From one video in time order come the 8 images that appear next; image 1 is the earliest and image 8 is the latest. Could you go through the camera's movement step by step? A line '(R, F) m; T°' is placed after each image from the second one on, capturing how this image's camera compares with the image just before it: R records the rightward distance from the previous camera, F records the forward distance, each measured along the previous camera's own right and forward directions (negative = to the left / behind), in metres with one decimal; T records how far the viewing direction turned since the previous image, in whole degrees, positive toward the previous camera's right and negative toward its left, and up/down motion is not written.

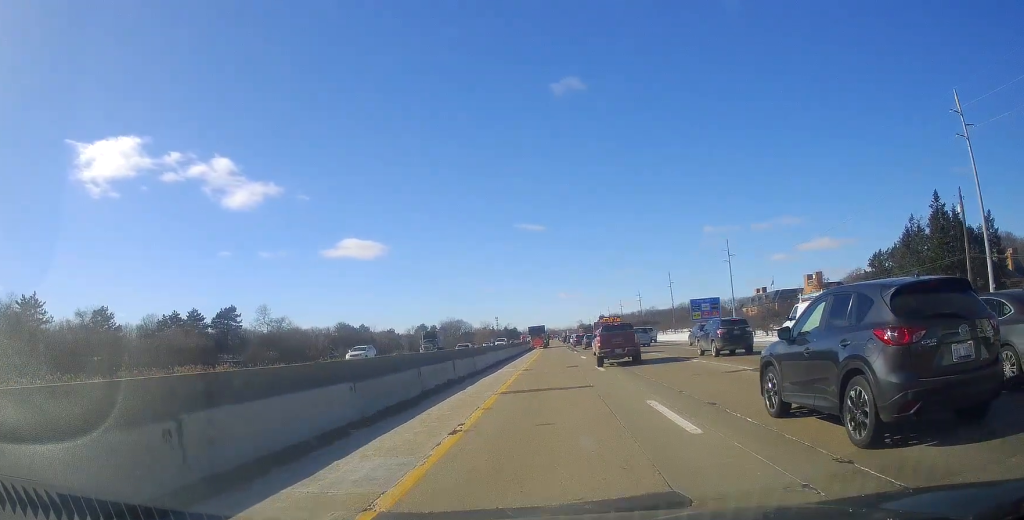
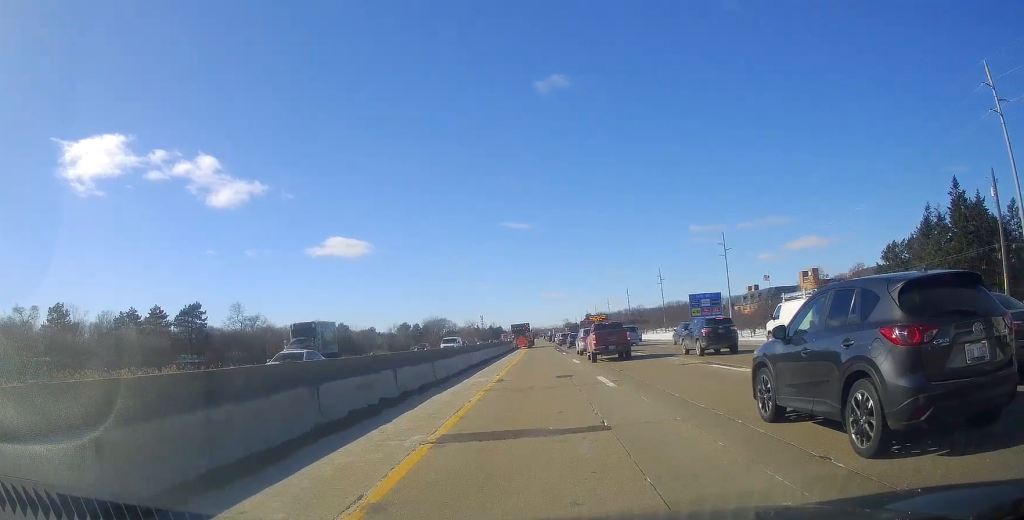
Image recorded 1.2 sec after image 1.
(0.0, +8.0) m; 0°
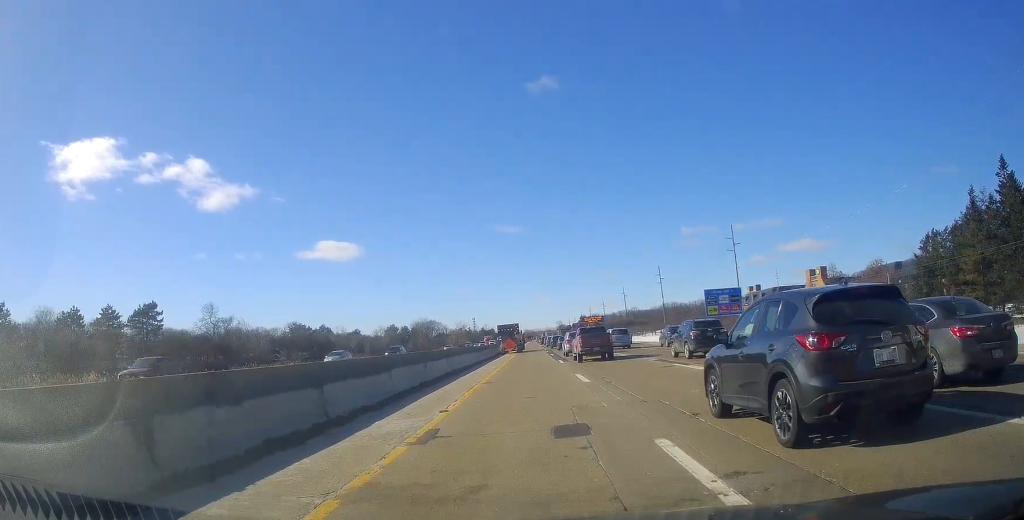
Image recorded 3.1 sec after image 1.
(0.0, +11.6) m; 0°
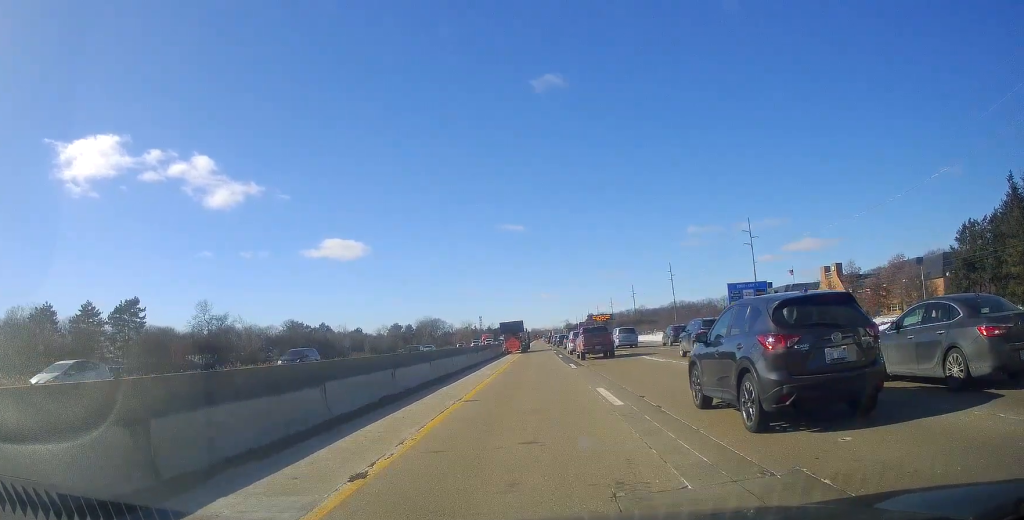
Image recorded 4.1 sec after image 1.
(0.0, +6.6) m; 0°
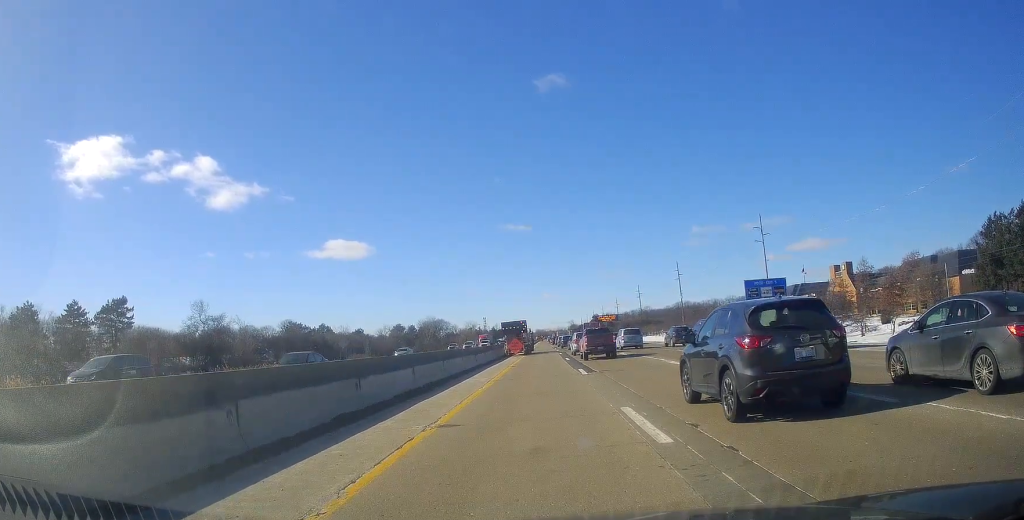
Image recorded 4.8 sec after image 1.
(0.0, +4.3) m; 0°
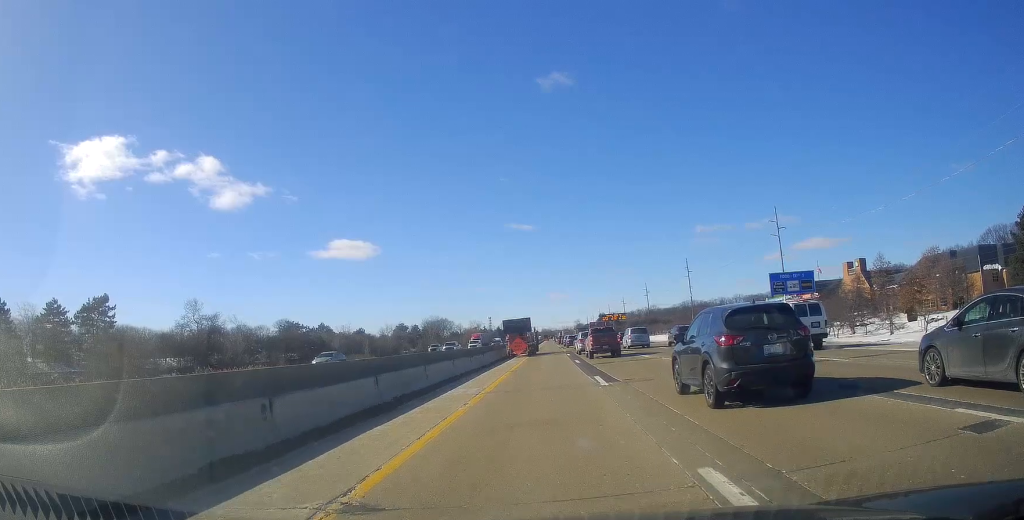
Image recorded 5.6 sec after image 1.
(0.0, +5.6) m; -1°
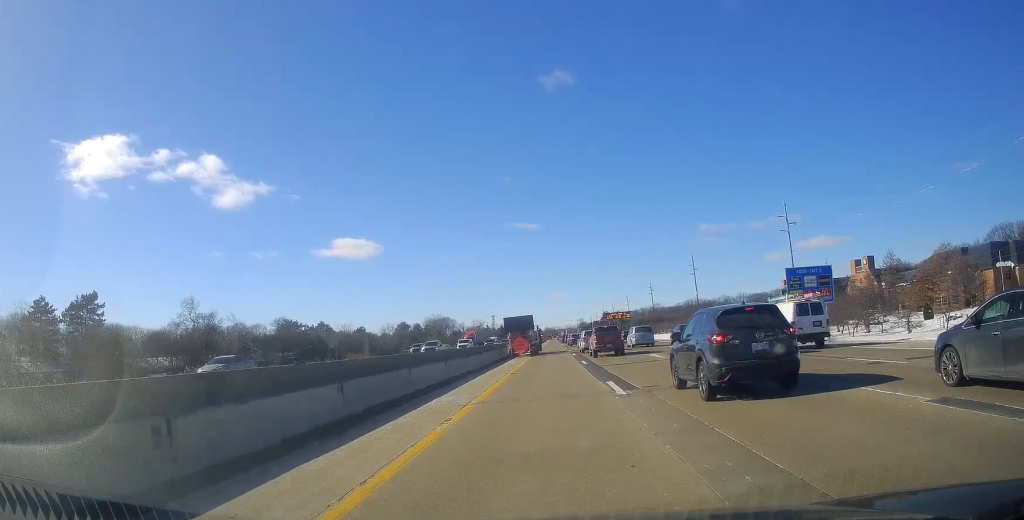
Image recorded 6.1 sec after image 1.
(0.0, +3.2) m; -1°
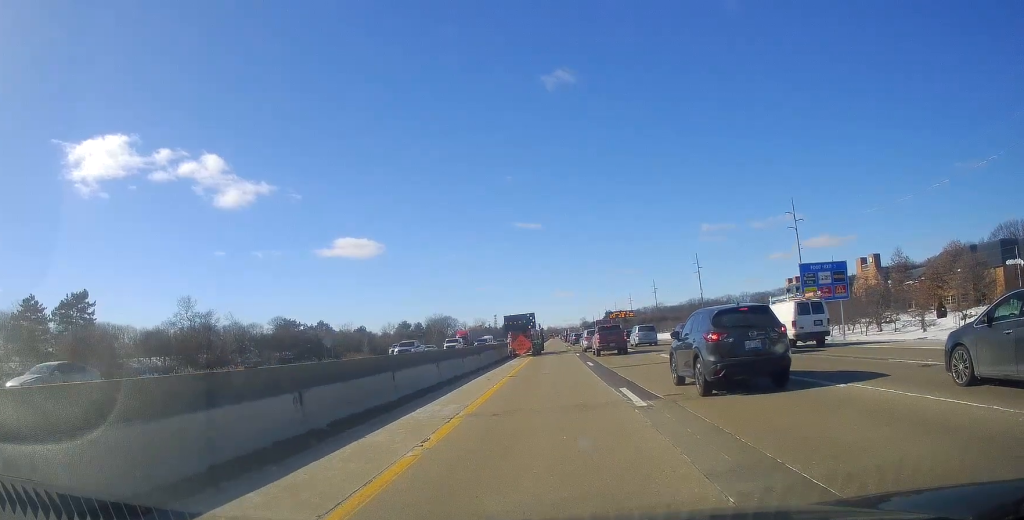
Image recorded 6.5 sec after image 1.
(0.0, +2.5) m; -1°
